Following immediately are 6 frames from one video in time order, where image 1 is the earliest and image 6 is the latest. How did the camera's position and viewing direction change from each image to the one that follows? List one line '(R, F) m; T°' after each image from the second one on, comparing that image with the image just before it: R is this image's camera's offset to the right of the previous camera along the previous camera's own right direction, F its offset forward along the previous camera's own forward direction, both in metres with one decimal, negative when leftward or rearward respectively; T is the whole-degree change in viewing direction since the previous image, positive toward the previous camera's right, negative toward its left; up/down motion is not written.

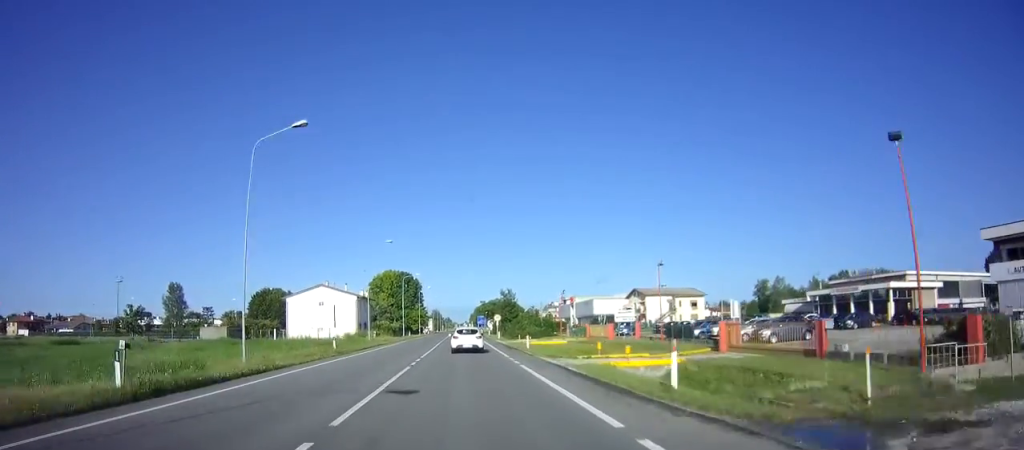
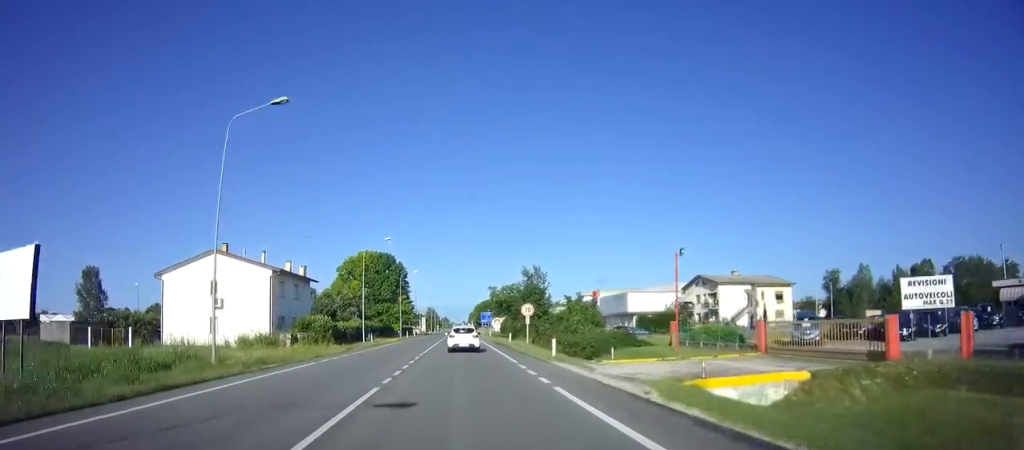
(+0.4, +34.3) m; 0°
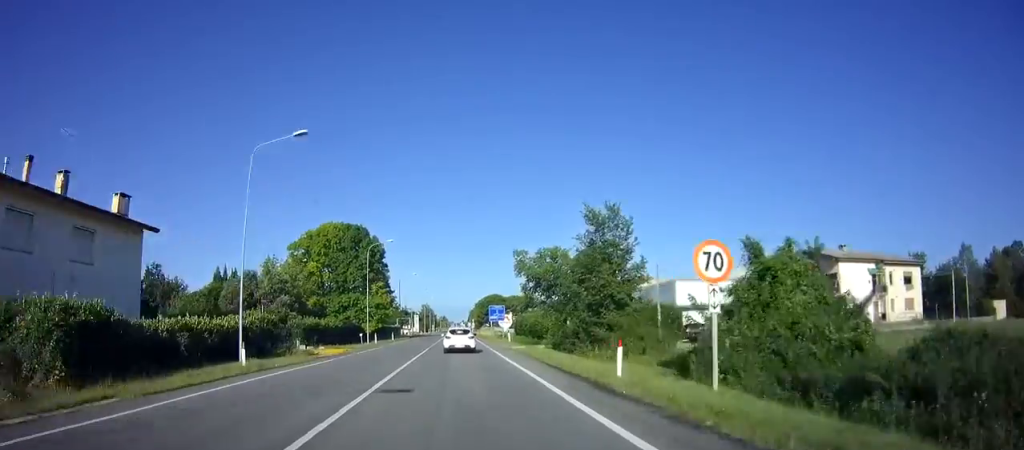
(-0.2, +28.8) m; 0°
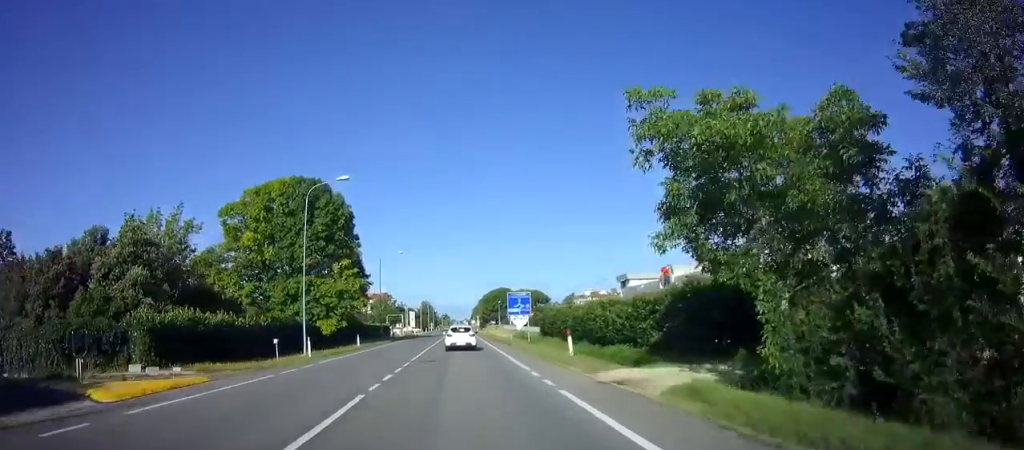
(+0.3, +22.8) m; 0°
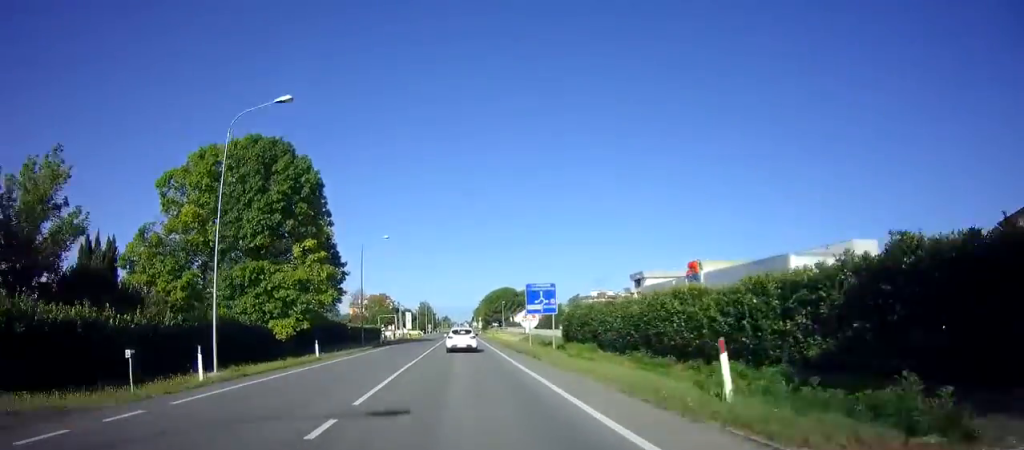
(-0.2, +12.5) m; 0°
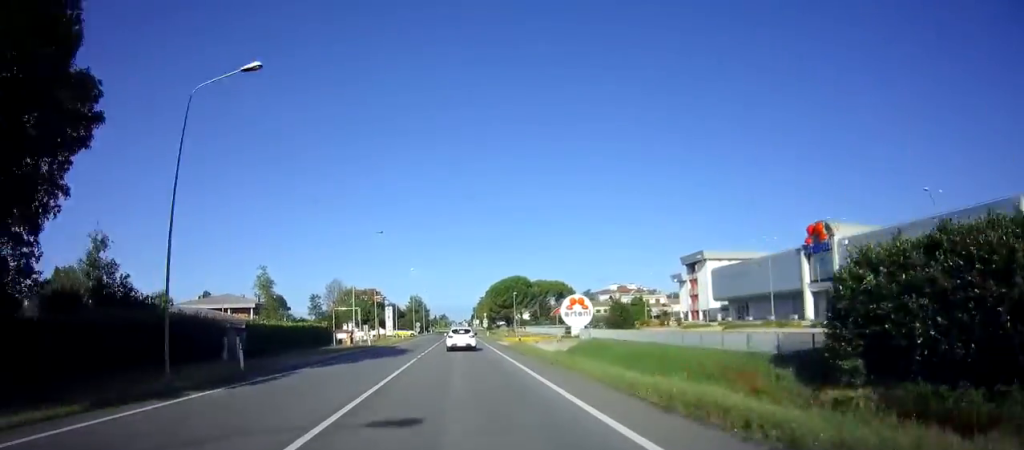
(0.0, +33.6) m; -1°
